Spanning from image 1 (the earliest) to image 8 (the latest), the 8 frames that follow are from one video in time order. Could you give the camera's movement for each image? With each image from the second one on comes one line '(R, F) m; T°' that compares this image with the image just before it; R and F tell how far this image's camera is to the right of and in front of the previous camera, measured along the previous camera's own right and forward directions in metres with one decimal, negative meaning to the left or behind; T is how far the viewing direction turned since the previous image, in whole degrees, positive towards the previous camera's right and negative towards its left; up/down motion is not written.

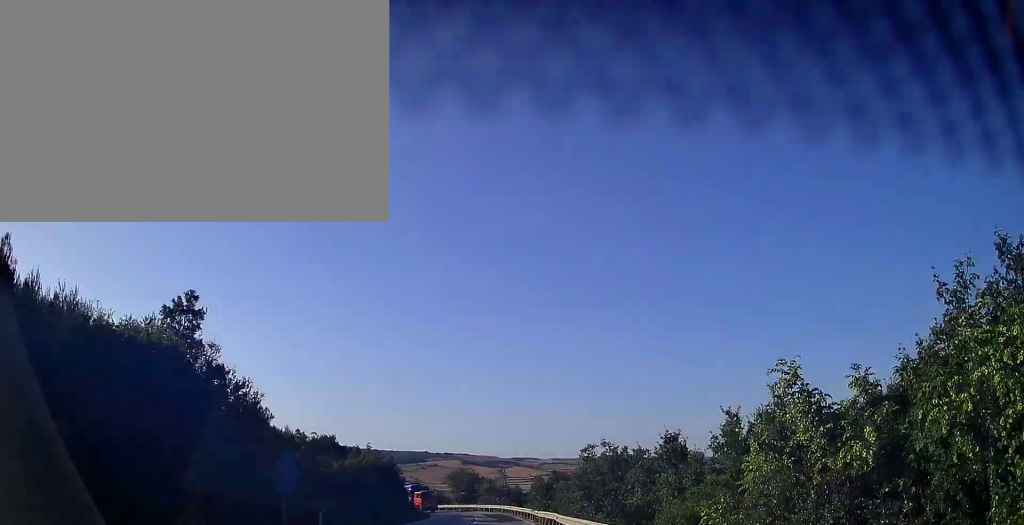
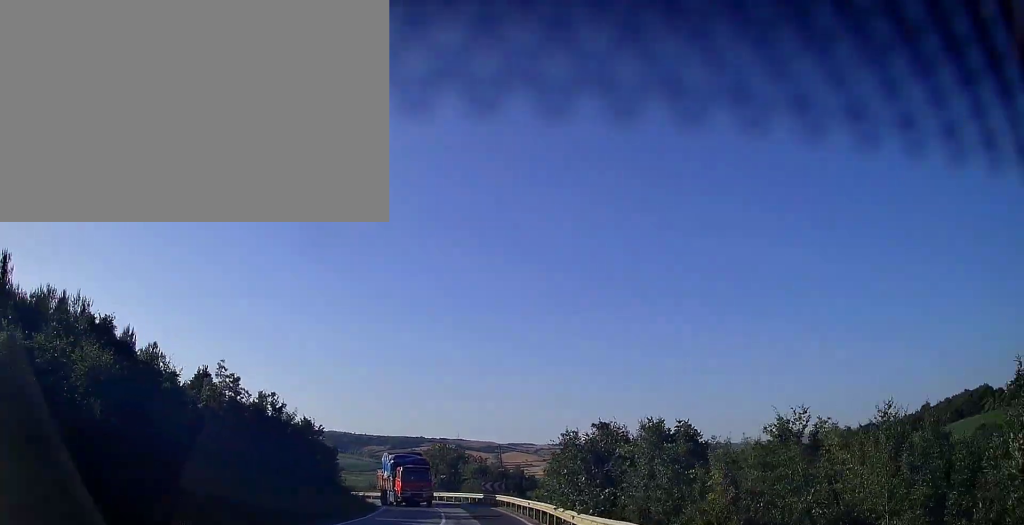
(+0.9, +21.7) m; +2°
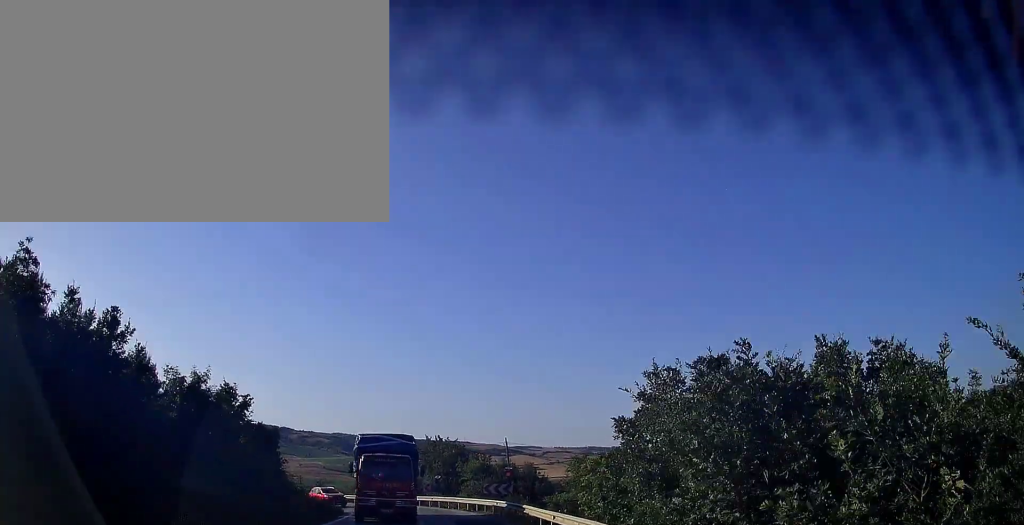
(-0.1, +11.4) m; -1°
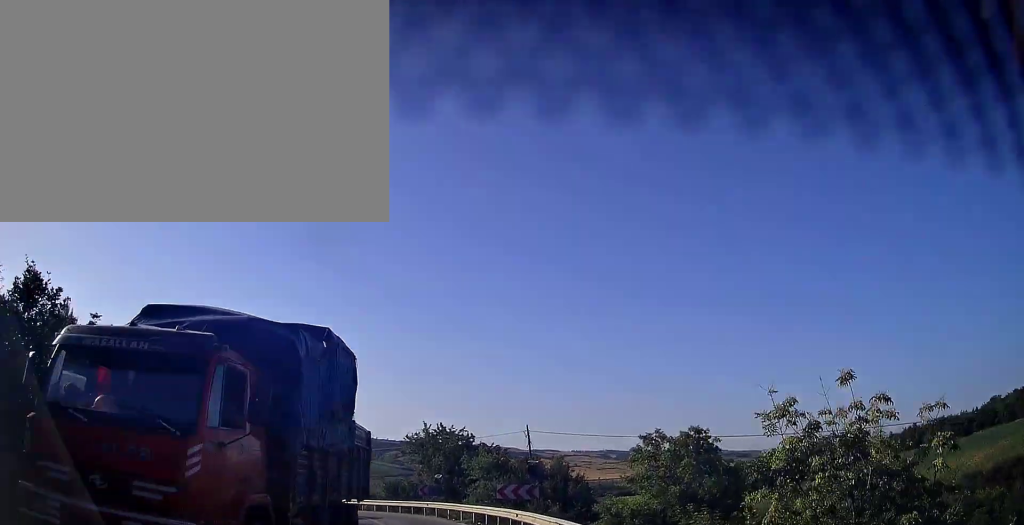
(0.0, +12.1) m; -2°
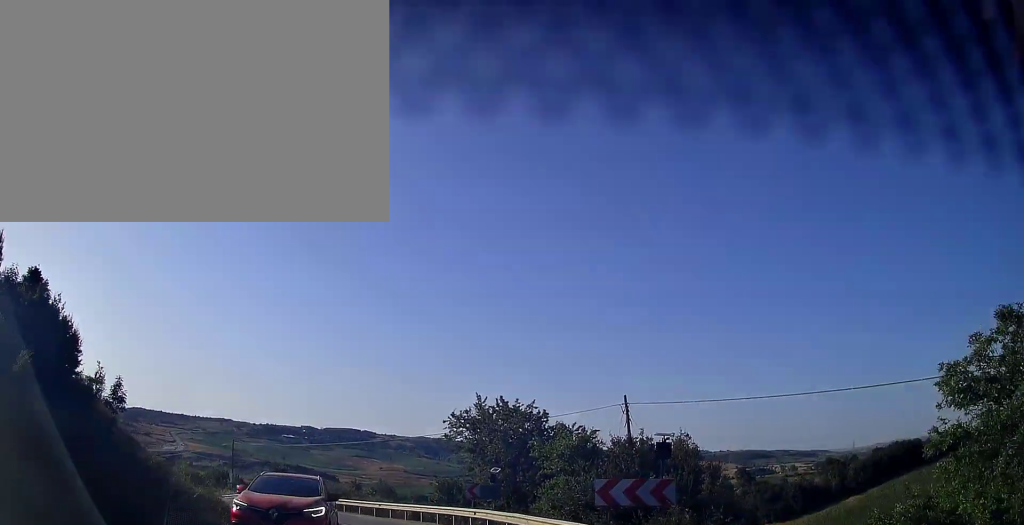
(-0.3, +12.0) m; -4°
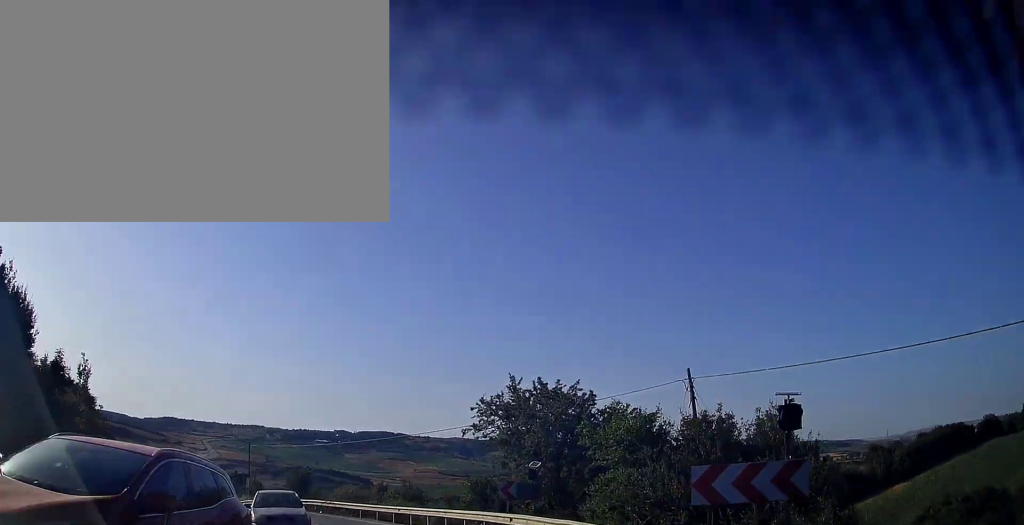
(-0.1, +4.8) m; -3°
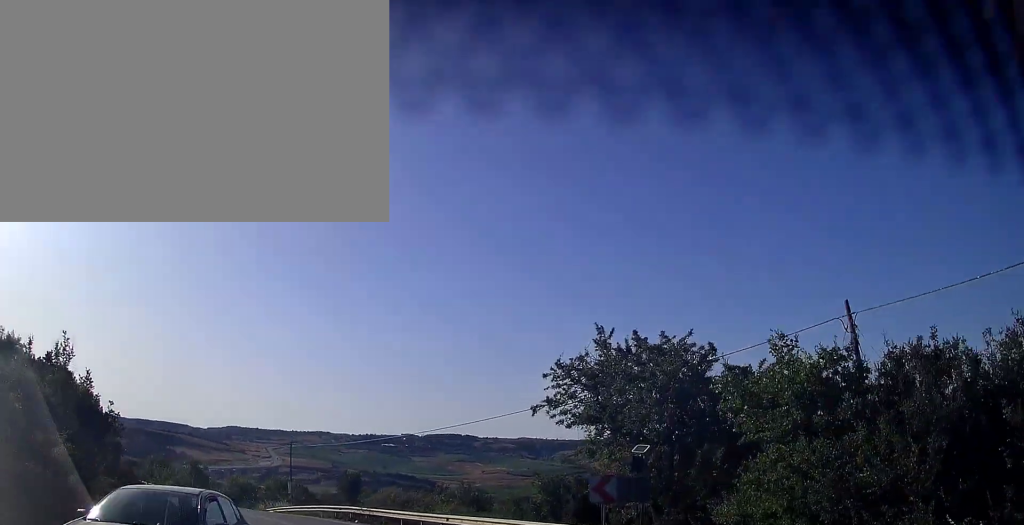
(-0.2, +7.5) m; -6°
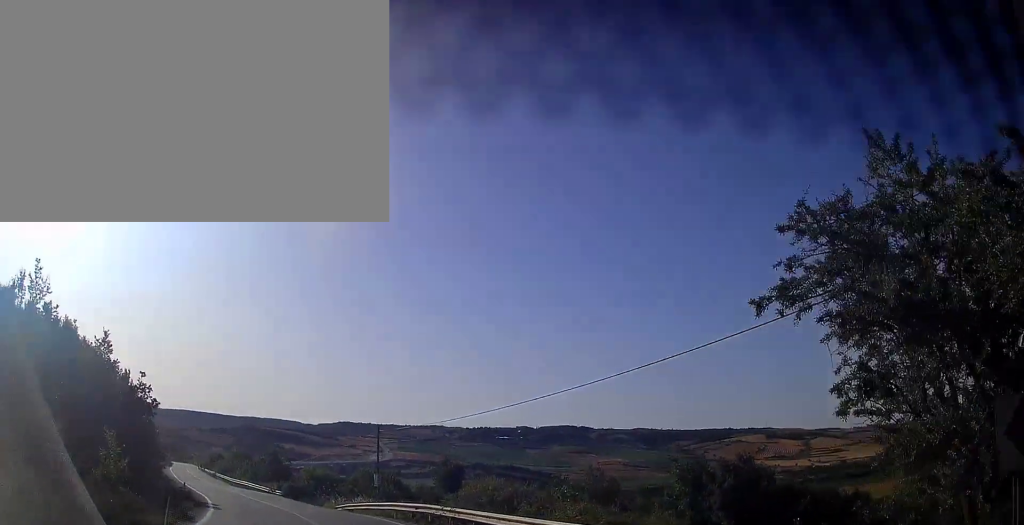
(-0.8, +9.3) m; -9°
